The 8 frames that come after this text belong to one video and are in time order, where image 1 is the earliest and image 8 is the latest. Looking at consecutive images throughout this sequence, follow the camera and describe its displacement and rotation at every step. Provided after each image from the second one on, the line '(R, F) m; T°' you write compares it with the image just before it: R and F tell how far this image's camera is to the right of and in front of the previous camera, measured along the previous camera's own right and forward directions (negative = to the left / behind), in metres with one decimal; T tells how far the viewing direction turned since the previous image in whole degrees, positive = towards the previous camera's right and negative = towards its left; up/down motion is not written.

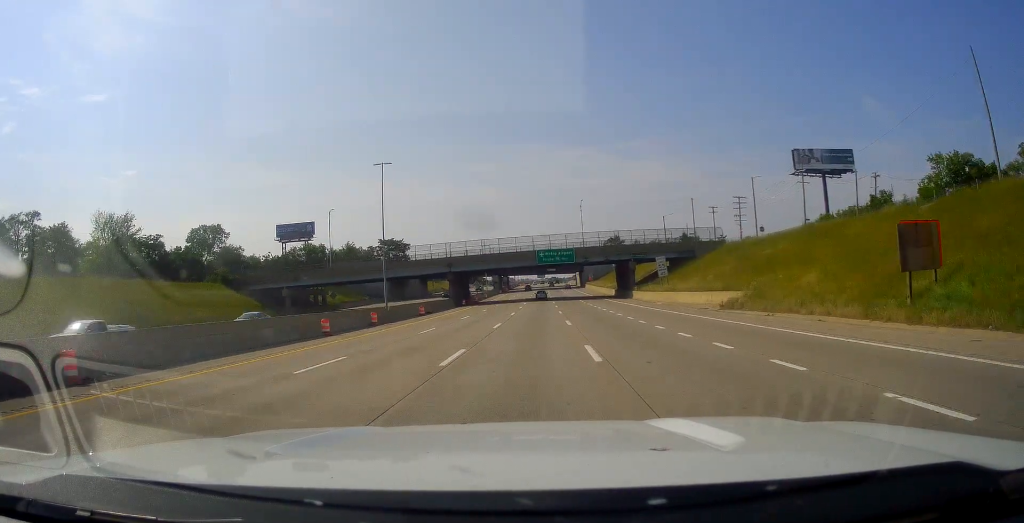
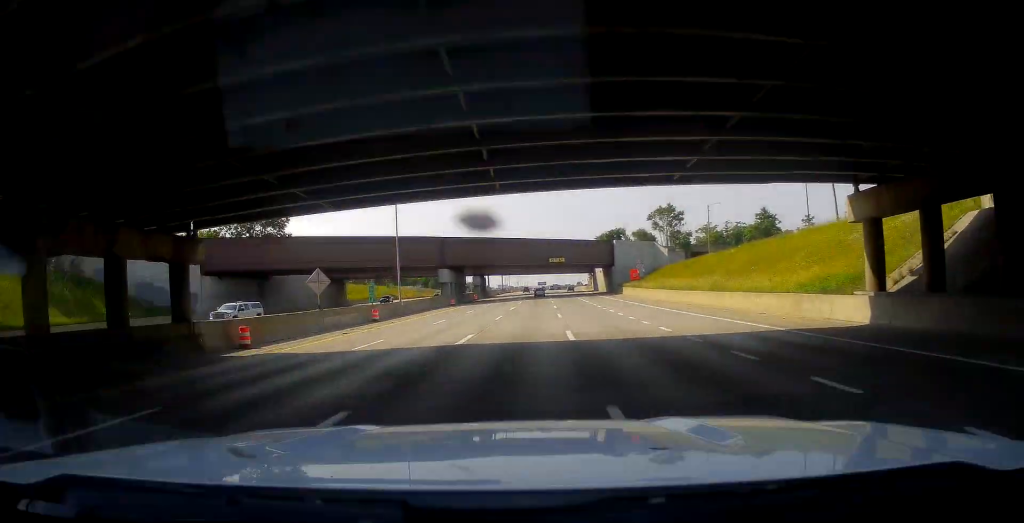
(-0.2, +85.0) m; 0°
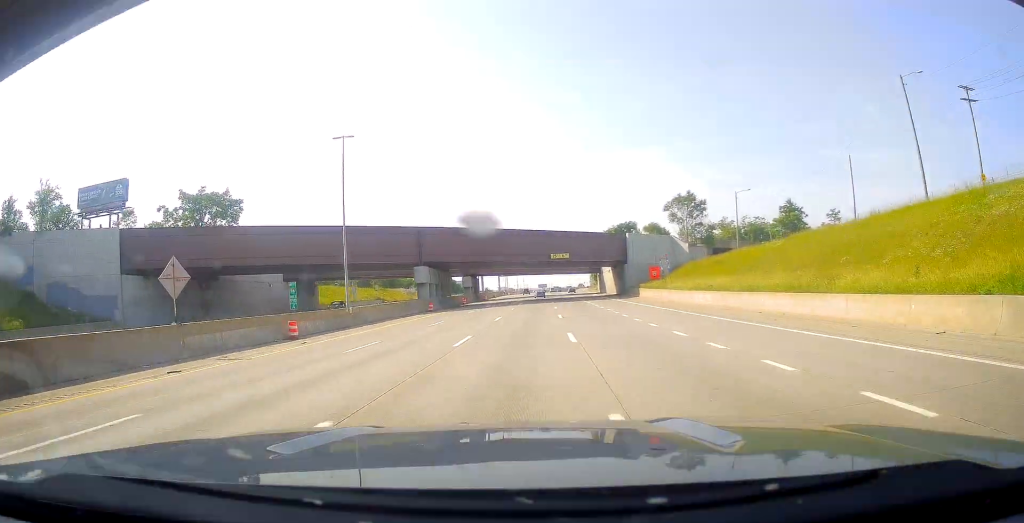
(+0.1, +15.6) m; 0°
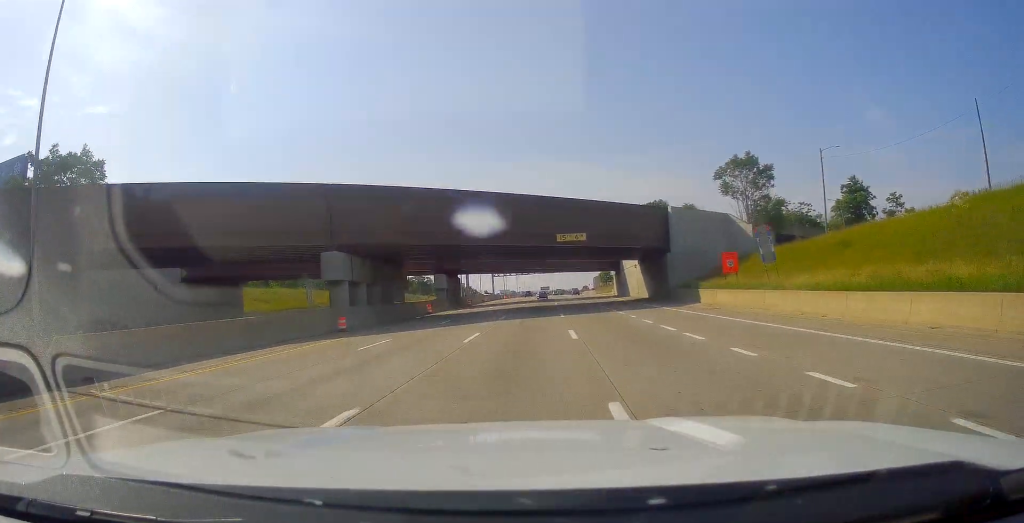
(-0.3, +29.0) m; 0°
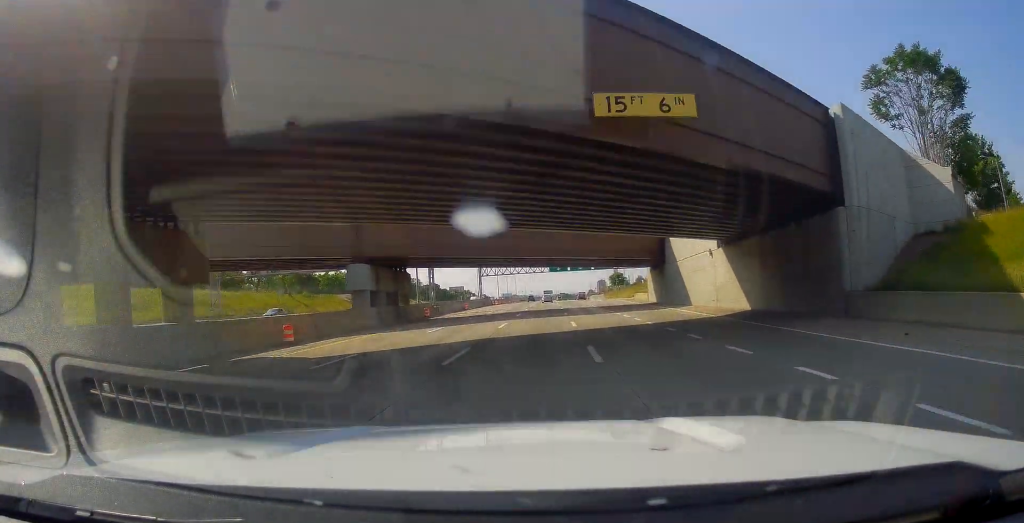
(-0.1, +35.5) m; 0°
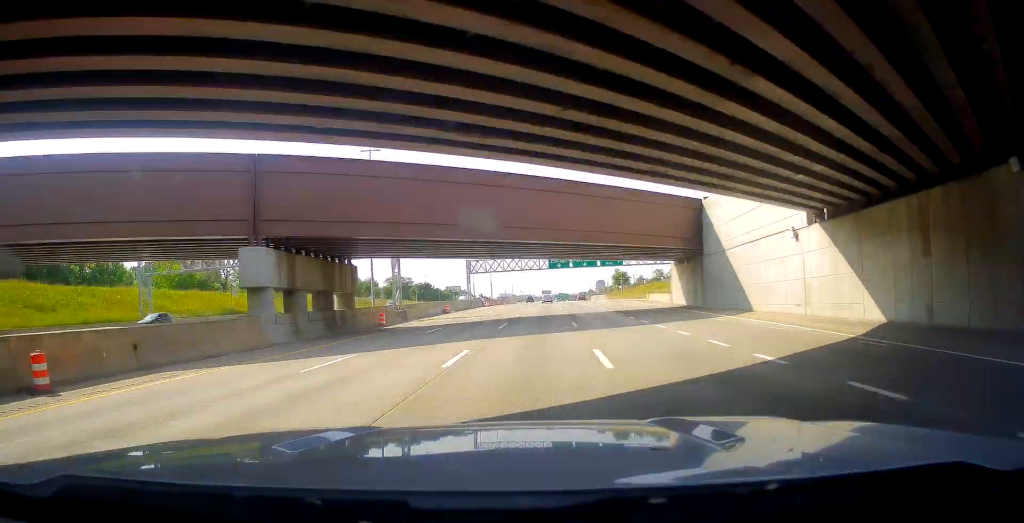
(0.0, +16.0) m; 0°
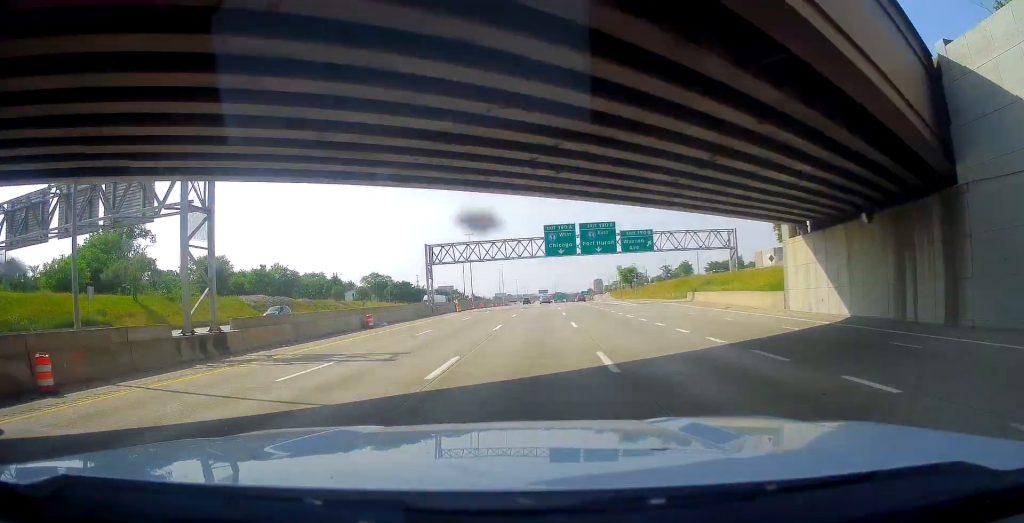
(+0.2, +32.1) m; 0°
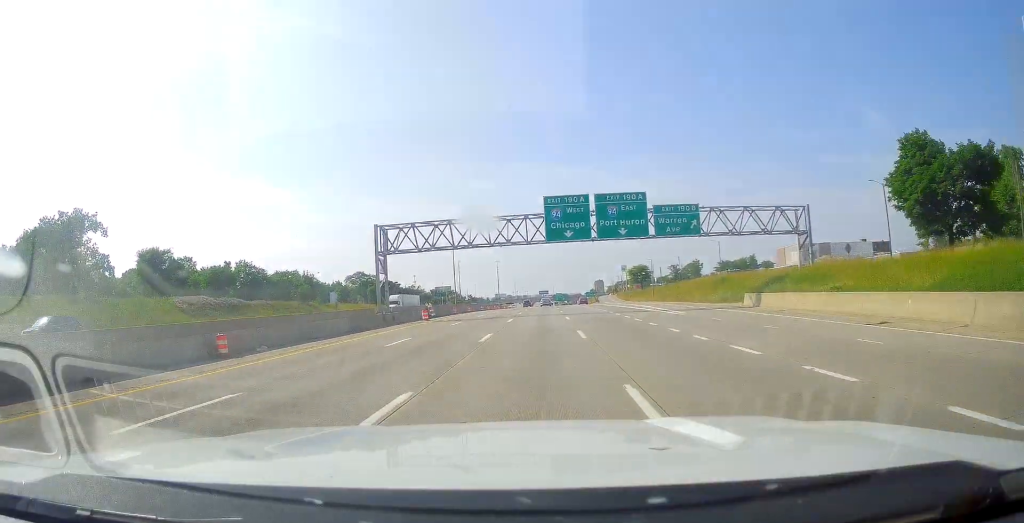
(-0.1, +21.0) m; -1°
